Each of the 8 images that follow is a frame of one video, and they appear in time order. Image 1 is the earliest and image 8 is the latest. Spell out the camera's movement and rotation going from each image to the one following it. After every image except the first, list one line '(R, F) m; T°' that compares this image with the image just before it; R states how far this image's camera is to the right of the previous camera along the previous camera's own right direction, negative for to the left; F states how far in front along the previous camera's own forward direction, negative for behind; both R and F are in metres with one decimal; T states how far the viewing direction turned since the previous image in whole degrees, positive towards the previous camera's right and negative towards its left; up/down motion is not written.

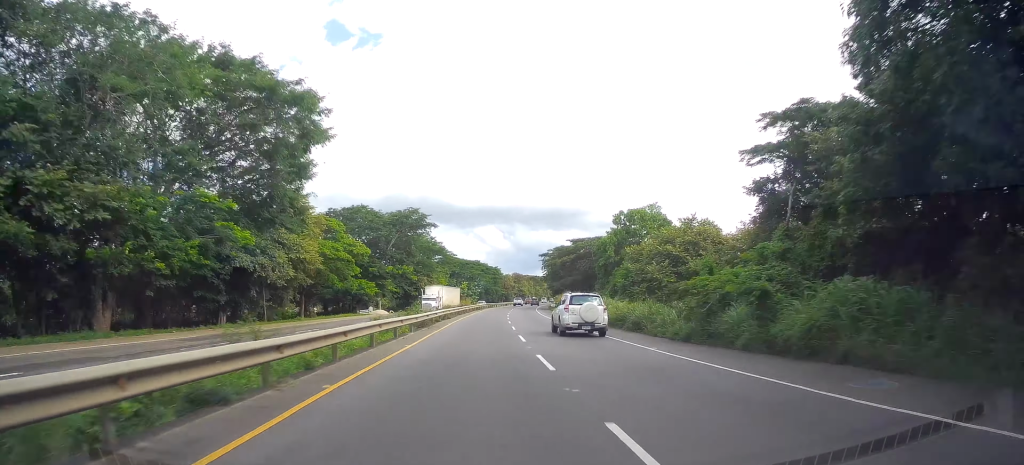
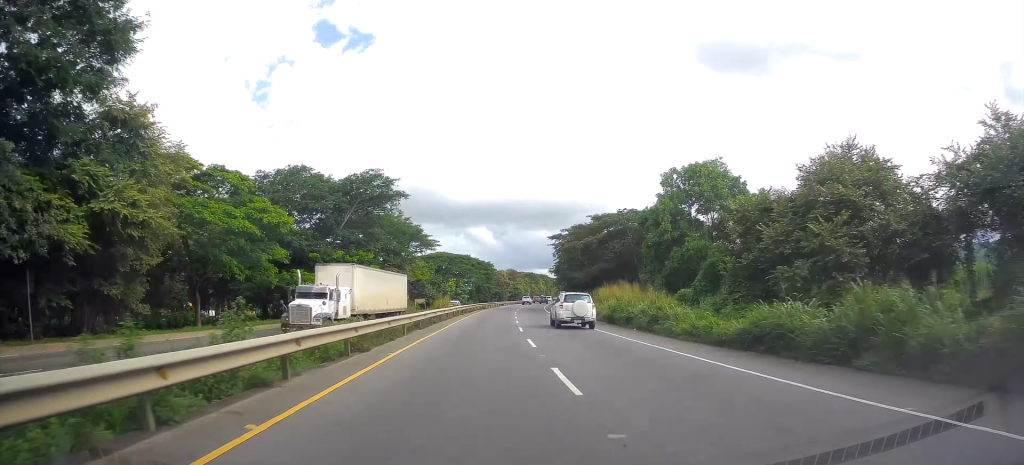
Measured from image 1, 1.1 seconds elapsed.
(+0.3, +27.9) m; +1°
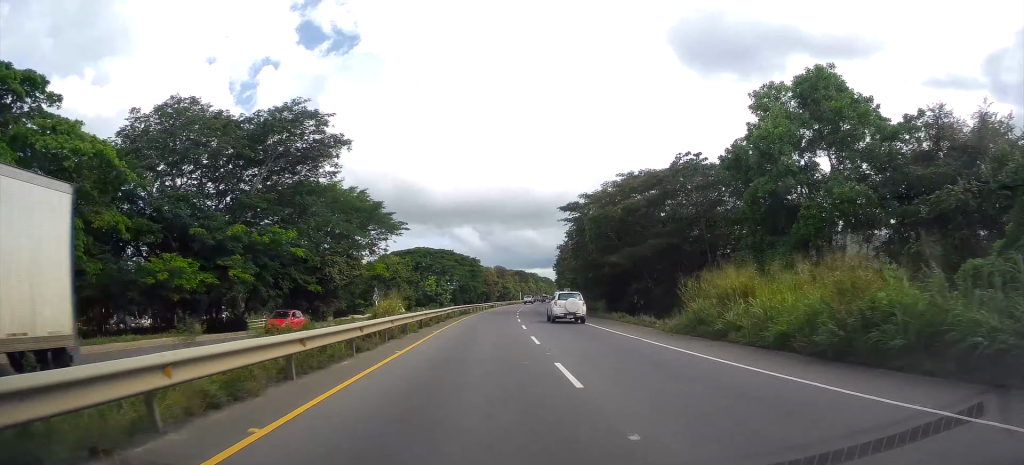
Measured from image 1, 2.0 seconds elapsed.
(0.0, +23.5) m; +1°
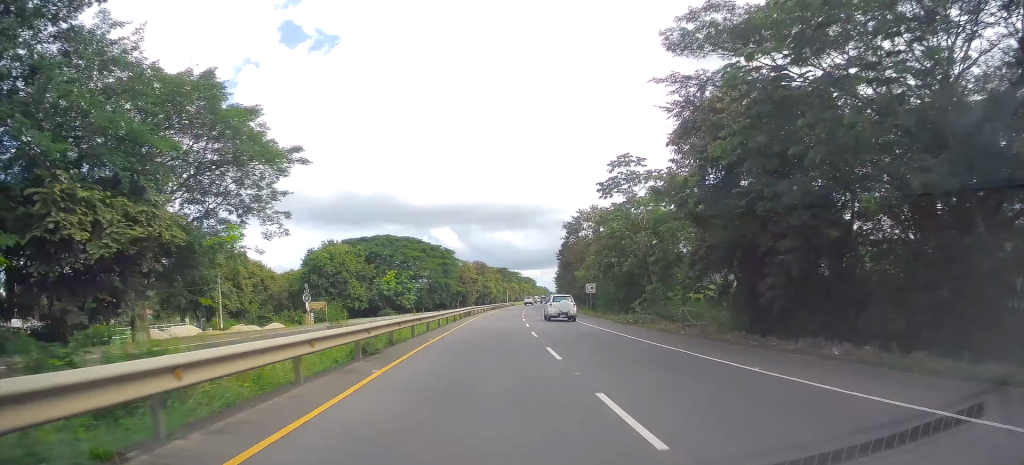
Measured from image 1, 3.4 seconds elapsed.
(+0.5, +36.4) m; +2°
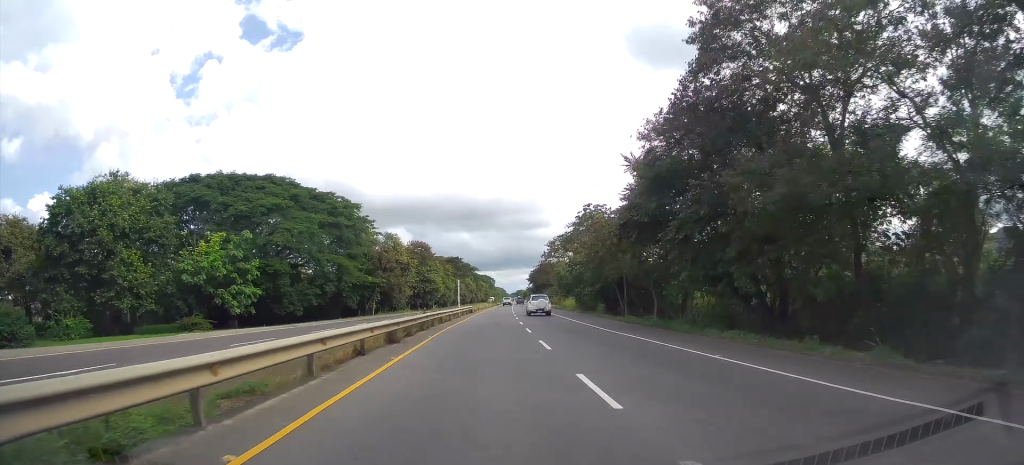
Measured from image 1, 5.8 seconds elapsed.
(+2.0, +62.0) m; +4°
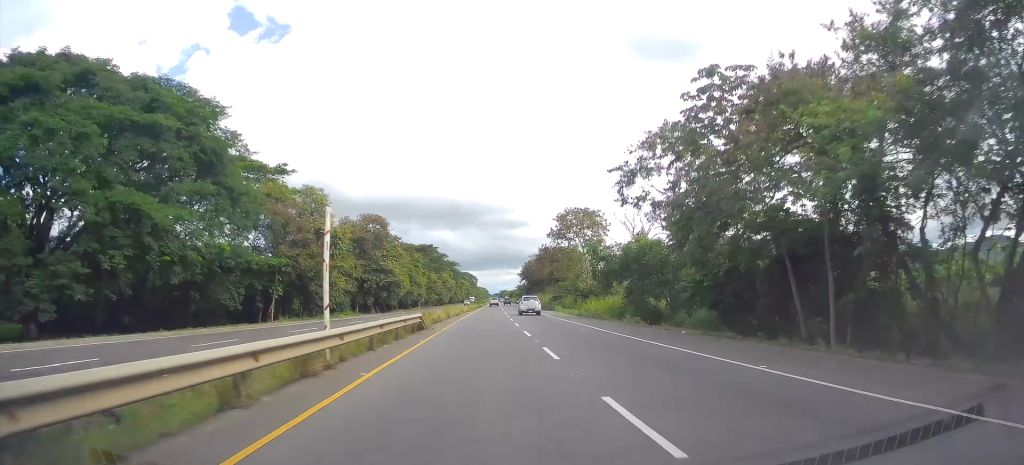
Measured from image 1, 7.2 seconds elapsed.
(+0.6, +34.0) m; +2°
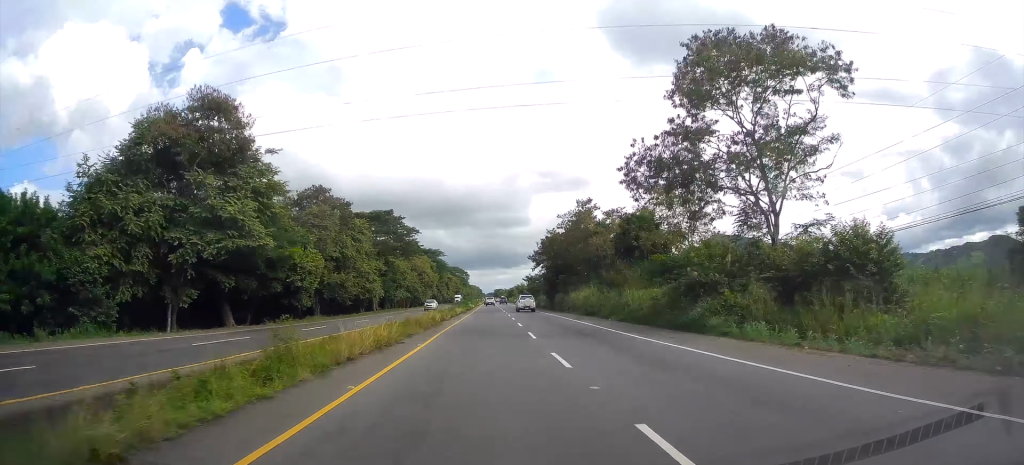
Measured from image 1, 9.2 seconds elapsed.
(+0.7, +50.5) m; +1°
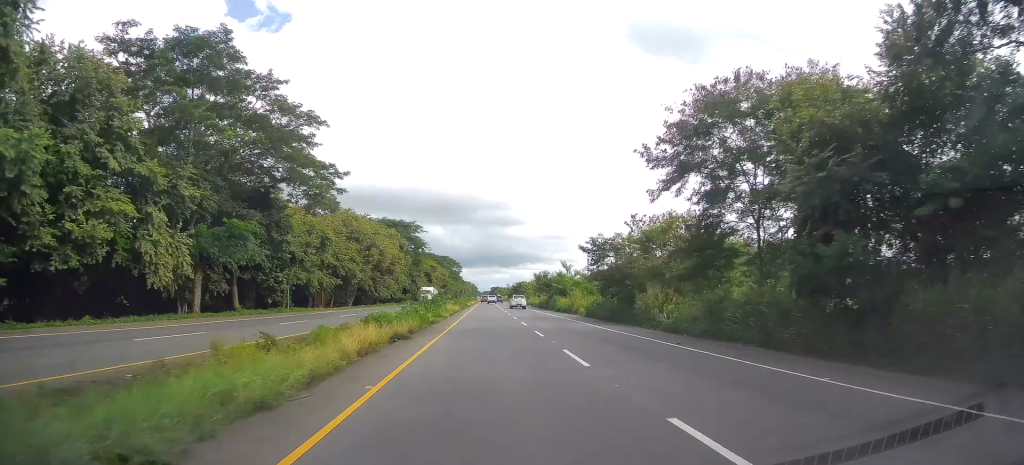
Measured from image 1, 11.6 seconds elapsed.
(+0.4, +59.4) m; +1°
